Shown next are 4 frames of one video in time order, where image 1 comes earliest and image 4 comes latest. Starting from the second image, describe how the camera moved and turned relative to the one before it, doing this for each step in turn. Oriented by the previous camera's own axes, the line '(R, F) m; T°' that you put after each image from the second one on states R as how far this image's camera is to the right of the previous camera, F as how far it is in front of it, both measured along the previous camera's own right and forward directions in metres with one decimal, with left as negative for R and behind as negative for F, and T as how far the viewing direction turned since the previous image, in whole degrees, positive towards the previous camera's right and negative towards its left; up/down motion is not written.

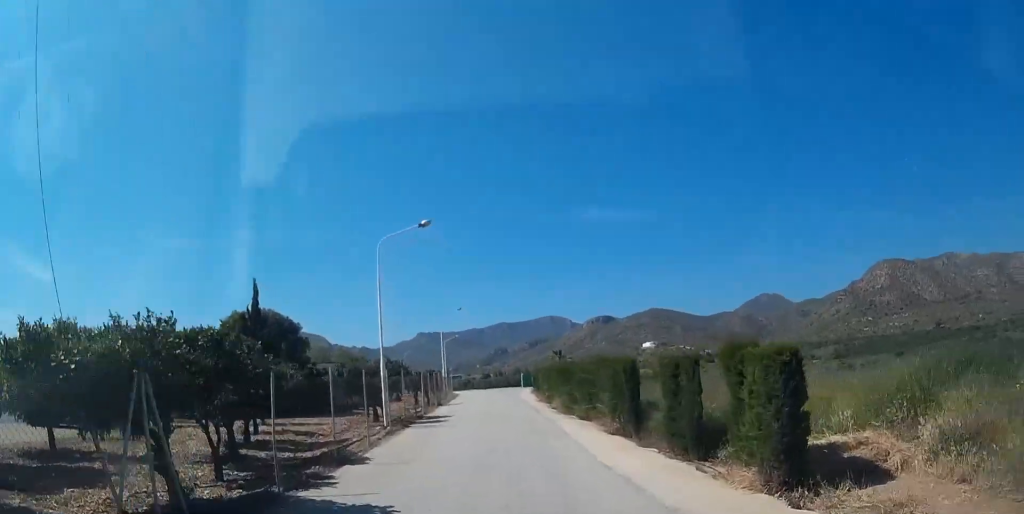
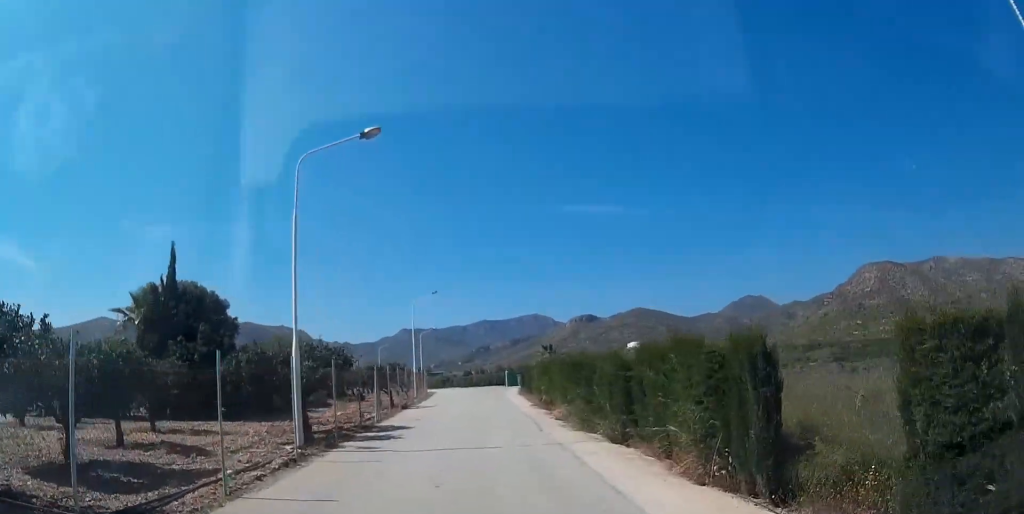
(+0.3, +8.0) m; +3°
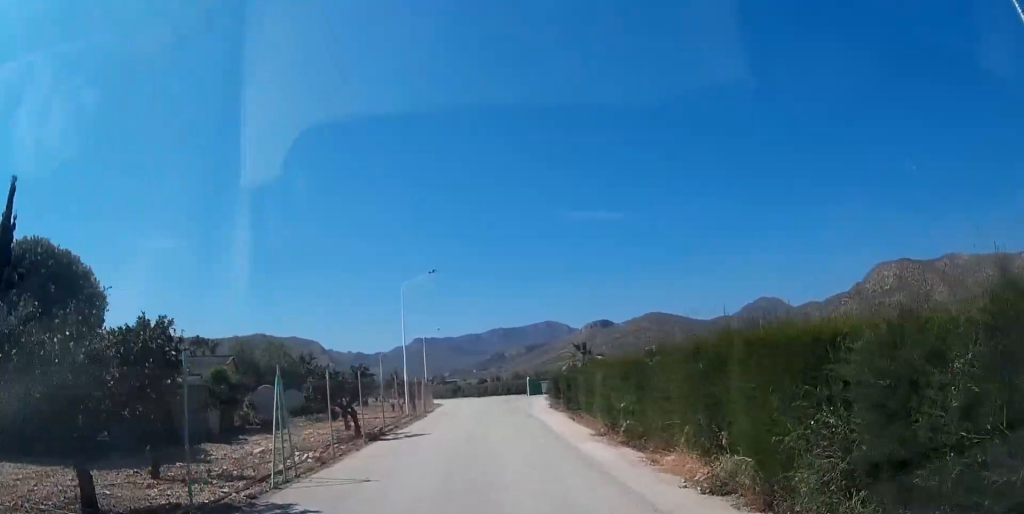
(+0.3, +11.8) m; +2°
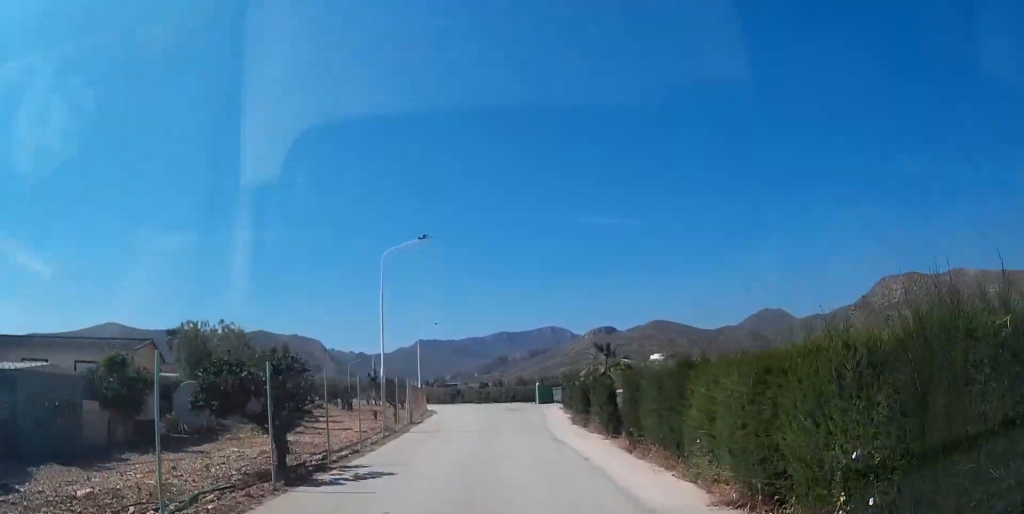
(0.0, +7.7) m; -1°
